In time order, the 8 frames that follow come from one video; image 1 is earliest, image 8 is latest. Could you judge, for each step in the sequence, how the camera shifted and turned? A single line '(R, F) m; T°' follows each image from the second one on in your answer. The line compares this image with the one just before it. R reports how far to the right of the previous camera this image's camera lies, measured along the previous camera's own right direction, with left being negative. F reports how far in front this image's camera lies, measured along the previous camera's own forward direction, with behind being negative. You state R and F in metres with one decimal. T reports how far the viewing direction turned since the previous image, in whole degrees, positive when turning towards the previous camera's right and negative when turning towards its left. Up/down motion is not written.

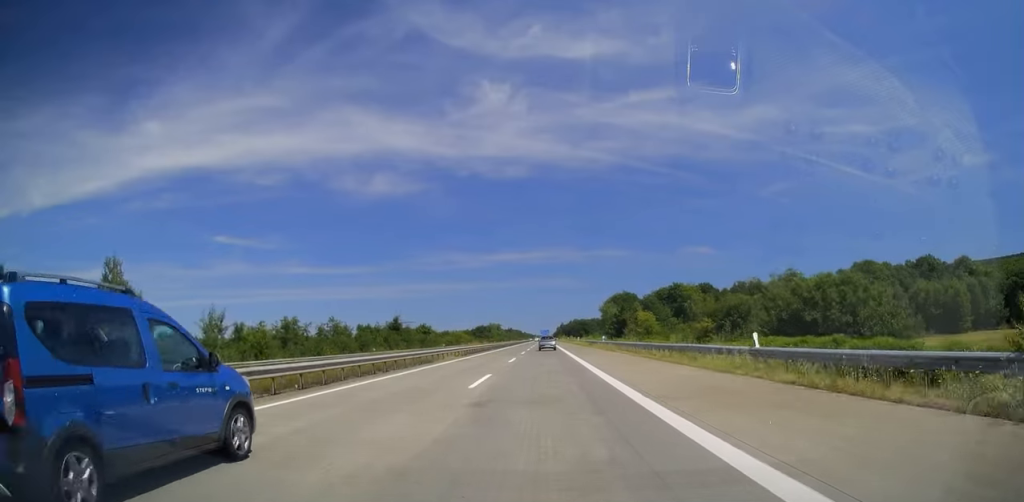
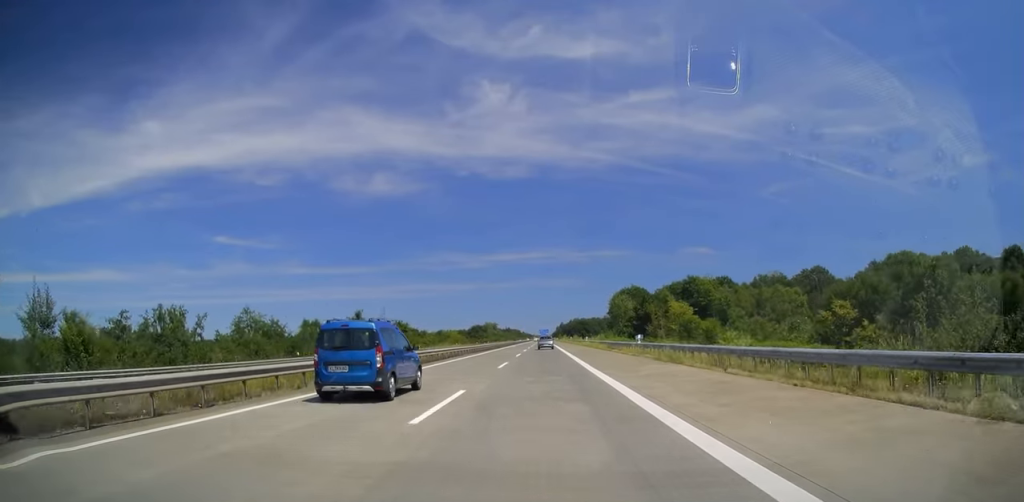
(0.0, +25.6) m; 0°
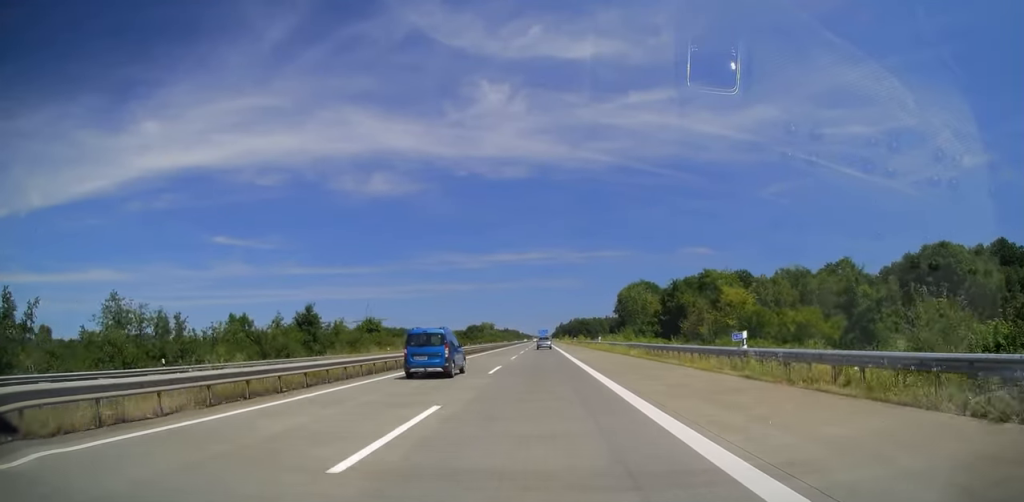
(0.0, +21.7) m; 0°
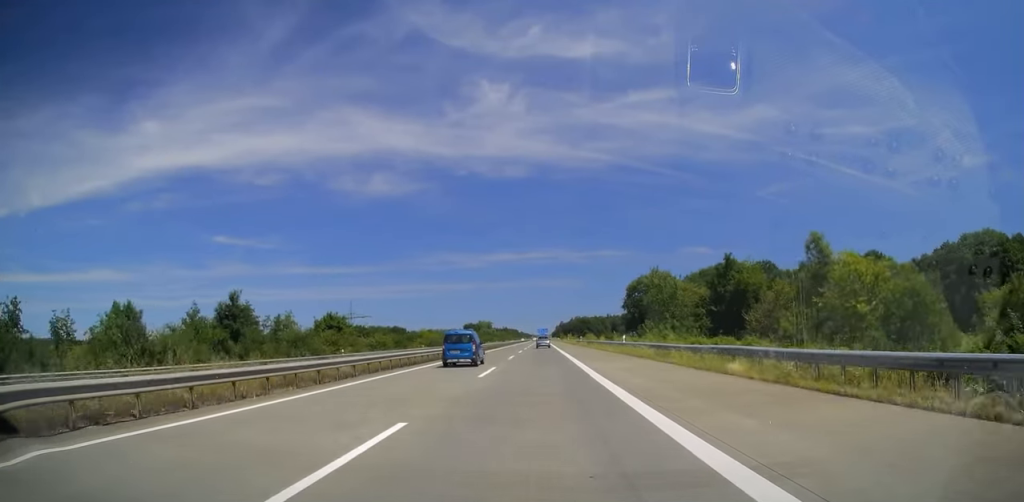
(0.0, +20.7) m; 0°
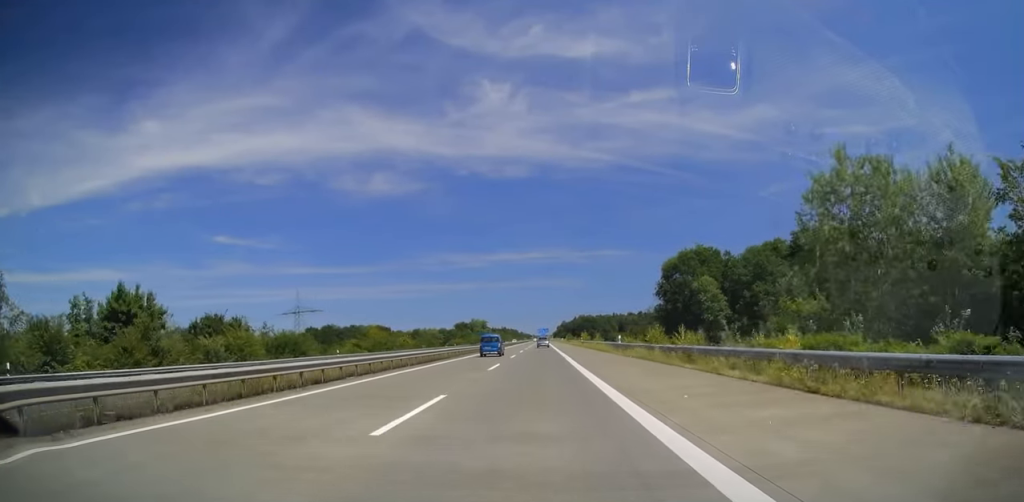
(-0.5, +49.3) m; 0°
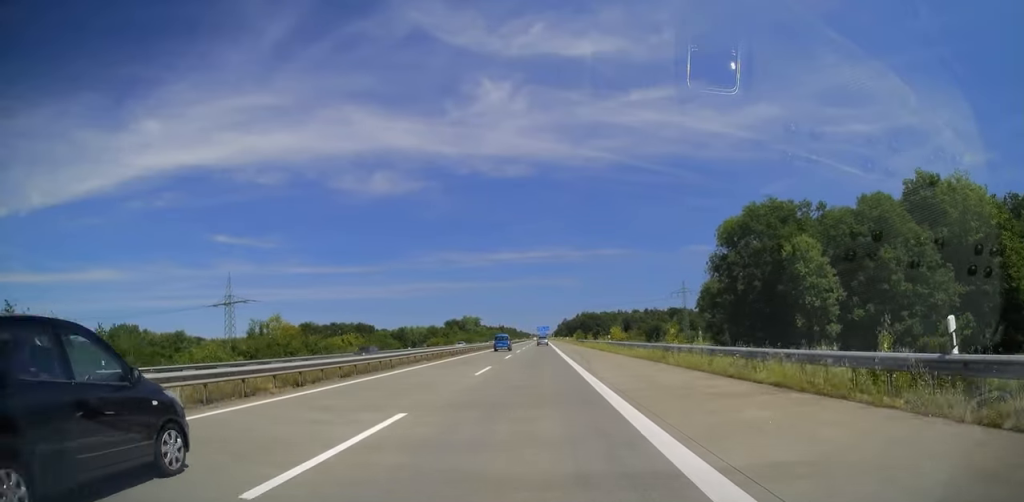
(+0.5, +39.9) m; 0°
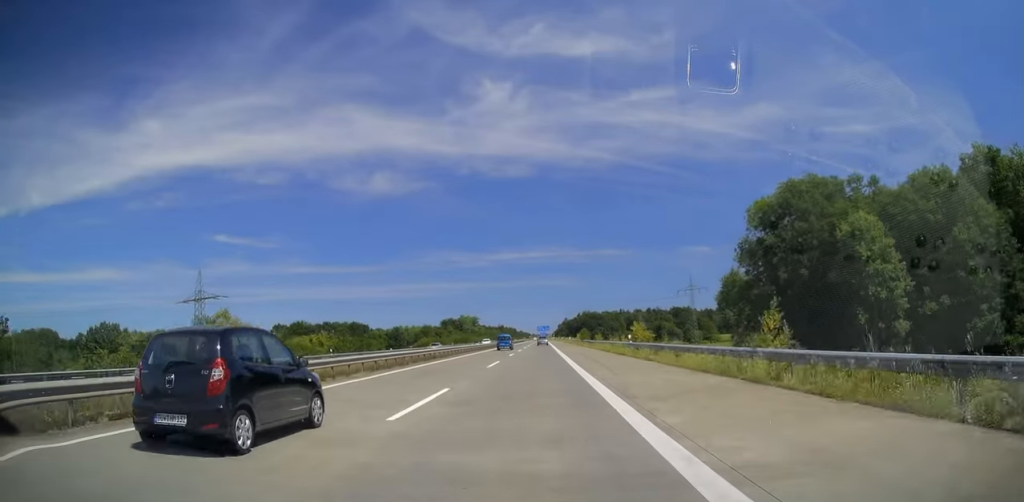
(-0.3, +12.8) m; 0°
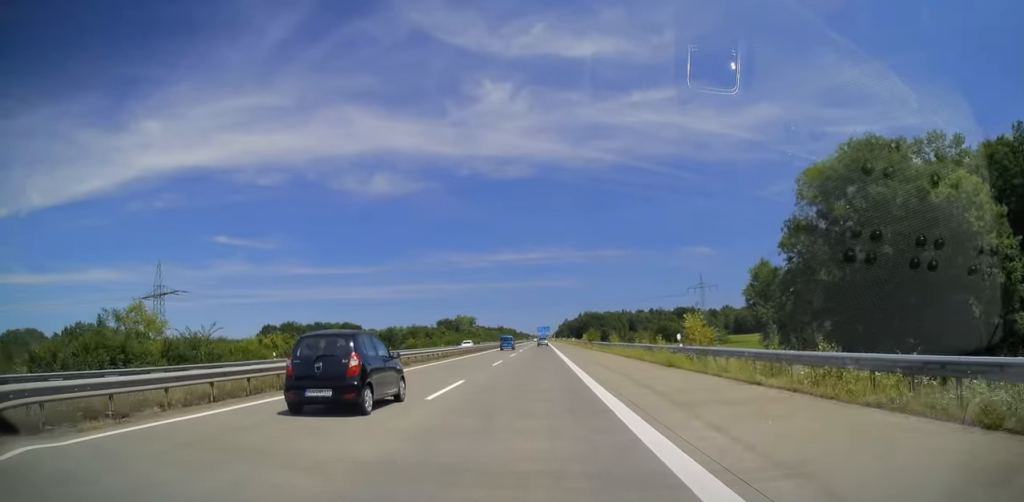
(-0.1, +14.8) m; 0°
